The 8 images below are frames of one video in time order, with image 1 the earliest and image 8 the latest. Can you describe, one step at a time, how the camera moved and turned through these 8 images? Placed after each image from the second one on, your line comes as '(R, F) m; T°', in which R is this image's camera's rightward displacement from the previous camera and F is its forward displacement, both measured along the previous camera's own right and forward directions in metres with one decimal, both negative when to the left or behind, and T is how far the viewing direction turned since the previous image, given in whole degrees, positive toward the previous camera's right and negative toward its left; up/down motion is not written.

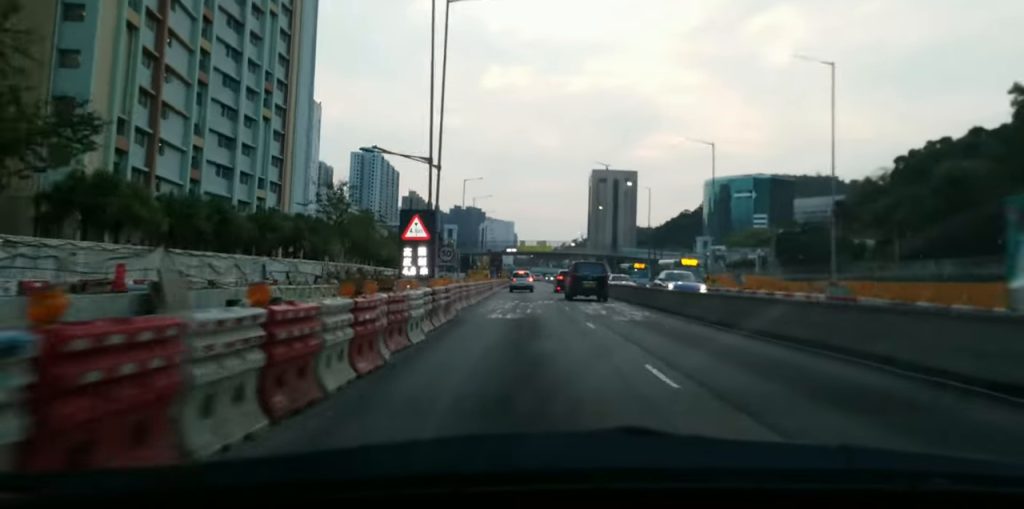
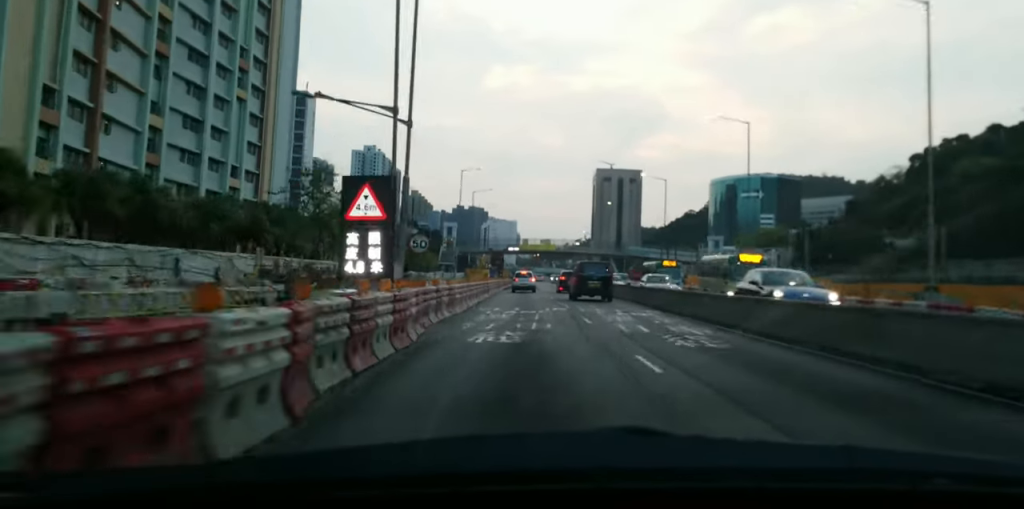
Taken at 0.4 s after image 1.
(0.0, +8.4) m; 0°
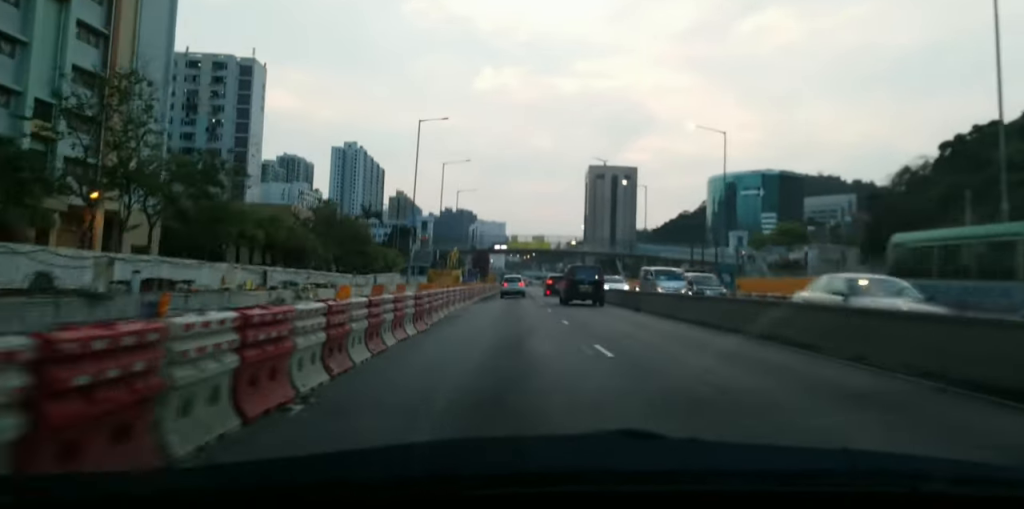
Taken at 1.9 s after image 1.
(0.0, +27.6) m; -1°
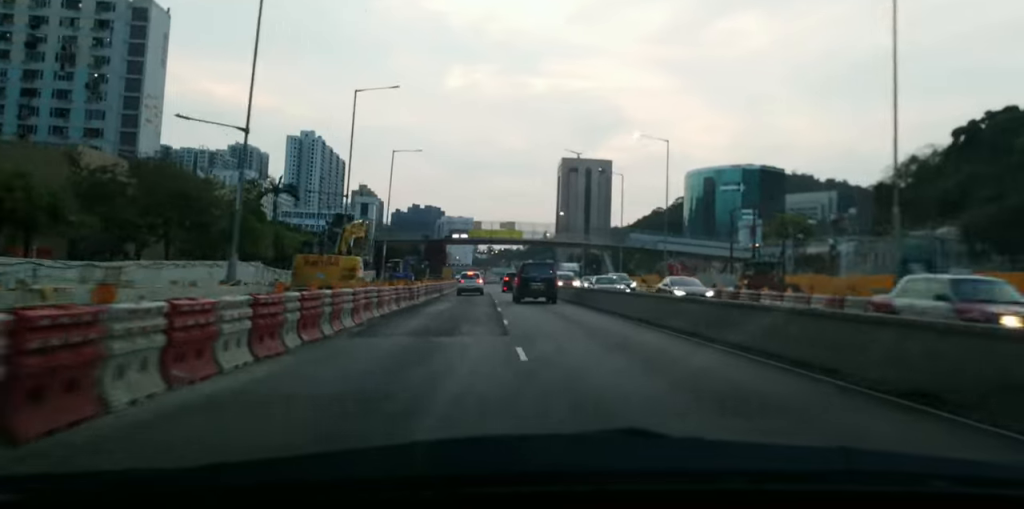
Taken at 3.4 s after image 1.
(+0.1, +28.4) m; 0°
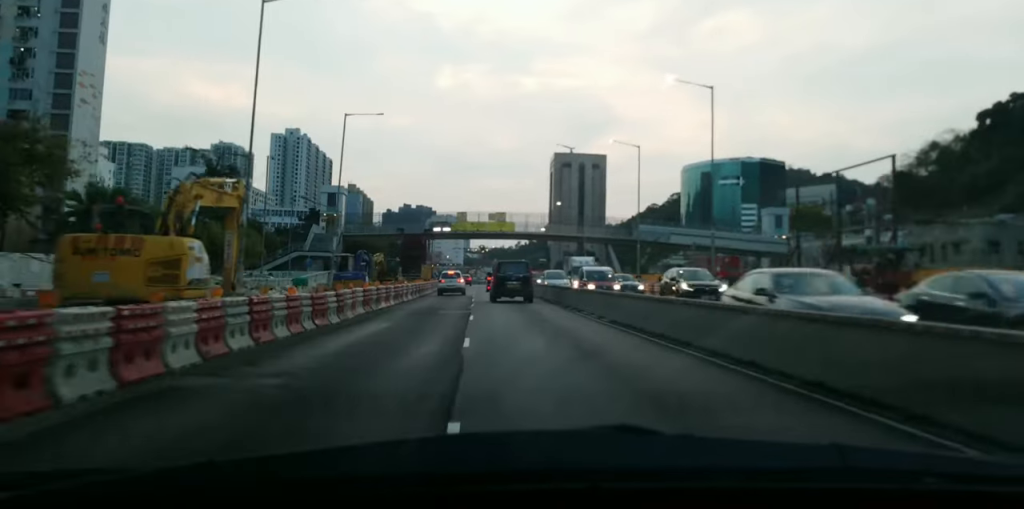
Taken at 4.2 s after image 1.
(-0.2, +16.0) m; -1°
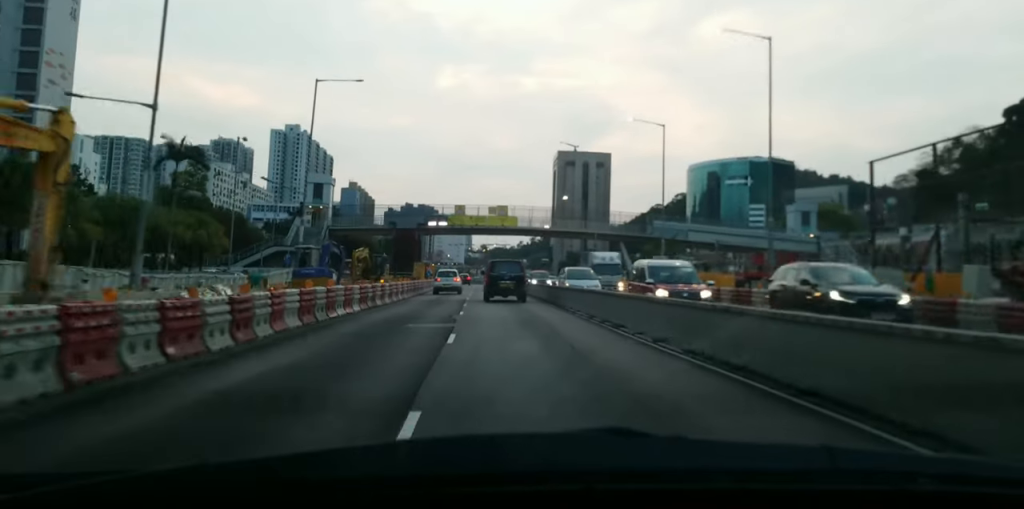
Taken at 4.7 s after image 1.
(-0.2, +9.1) m; -1°
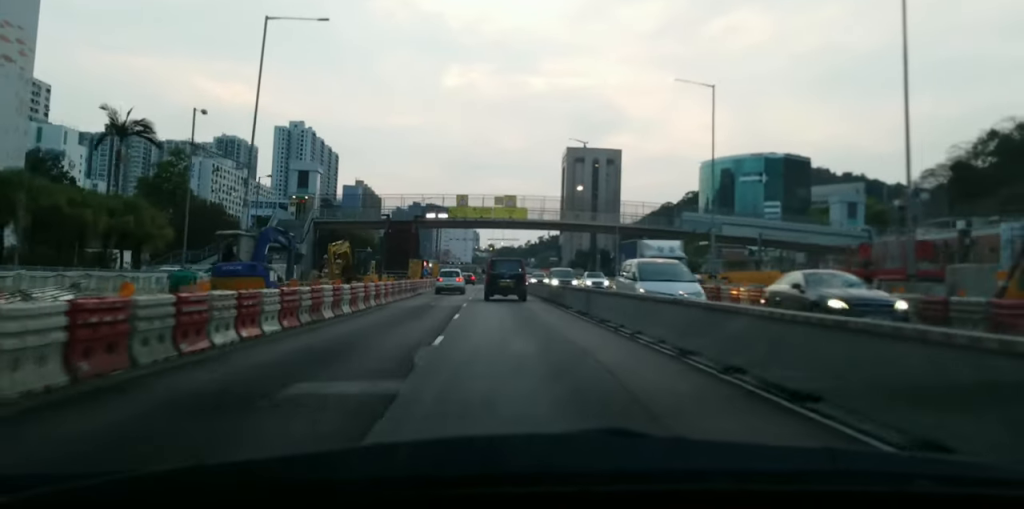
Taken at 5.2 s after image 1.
(0.0, +10.6) m; +1°
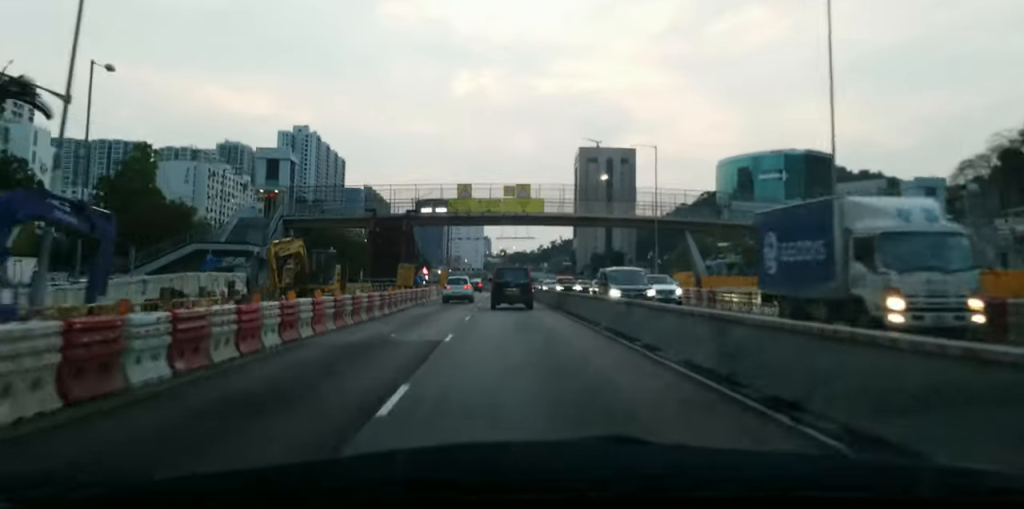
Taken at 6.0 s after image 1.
(+0.1, +14.3) m; +2°
